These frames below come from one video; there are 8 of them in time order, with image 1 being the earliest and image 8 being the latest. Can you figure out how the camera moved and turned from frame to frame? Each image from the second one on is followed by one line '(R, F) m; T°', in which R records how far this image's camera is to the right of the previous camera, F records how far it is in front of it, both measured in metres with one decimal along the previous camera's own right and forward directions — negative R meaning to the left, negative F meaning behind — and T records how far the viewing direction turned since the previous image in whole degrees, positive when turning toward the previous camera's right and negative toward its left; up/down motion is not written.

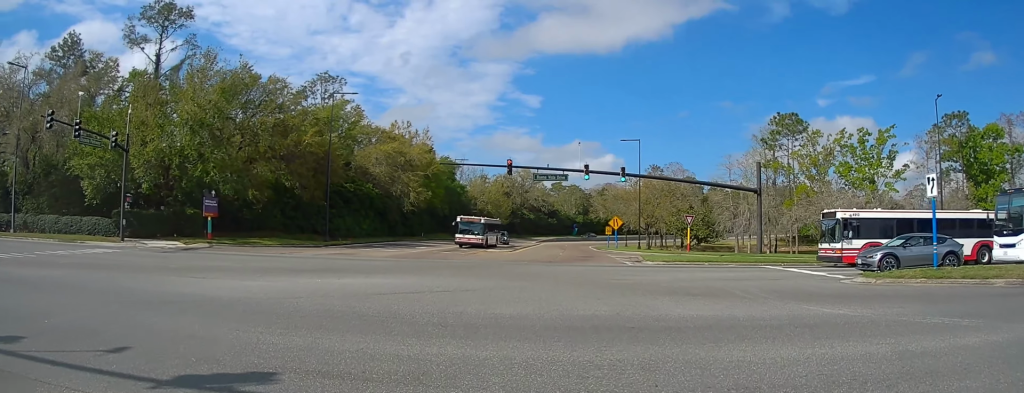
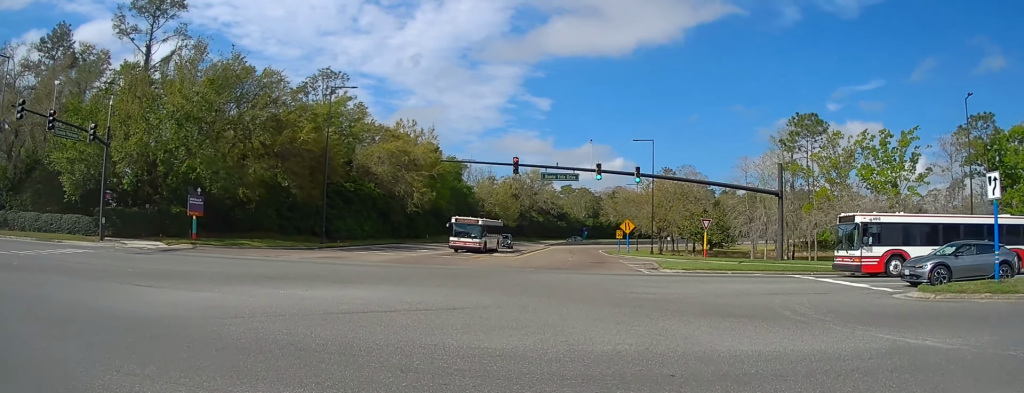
(+0.1, +4.0) m; -1°
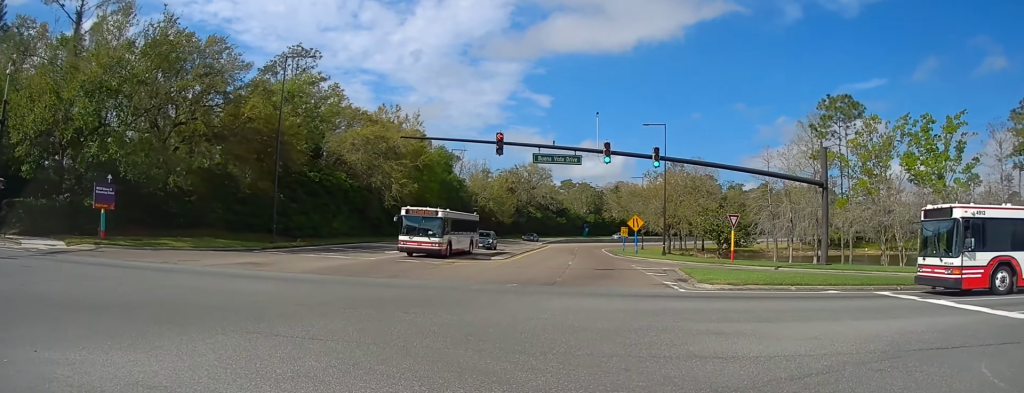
(-0.3, +11.1) m; -1°
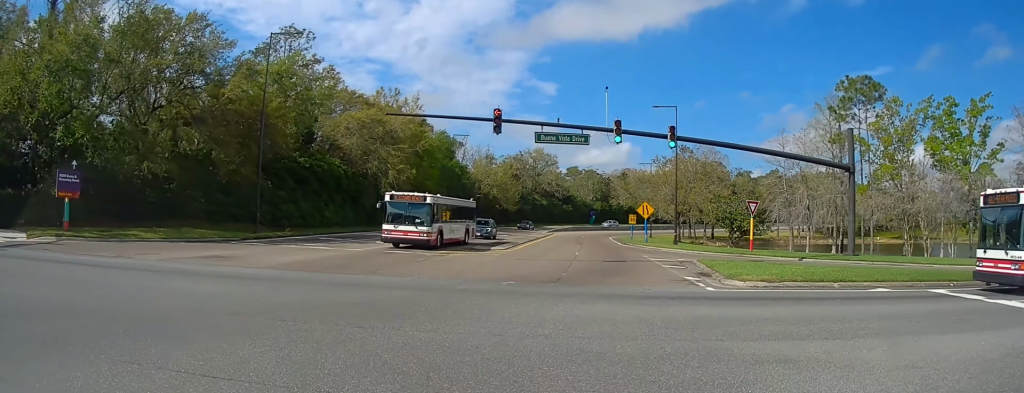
(0.0, +3.7) m; 0°
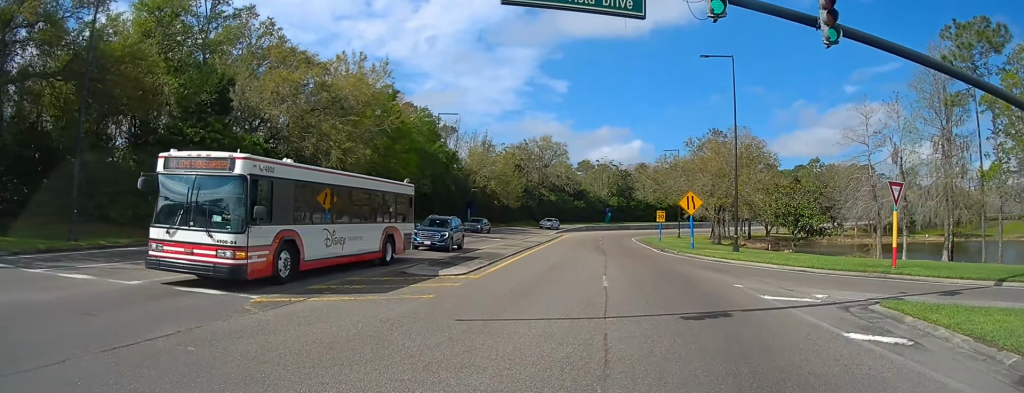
(+0.1, +20.4) m; 0°
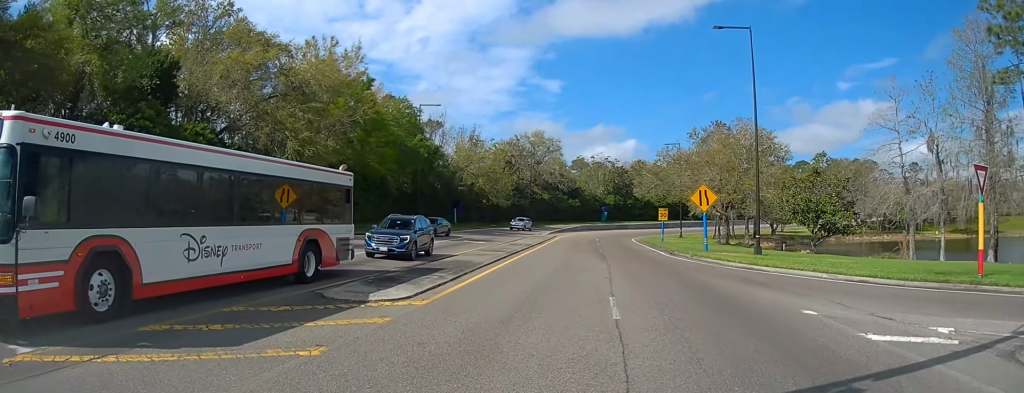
(0.0, +7.0) m; 0°
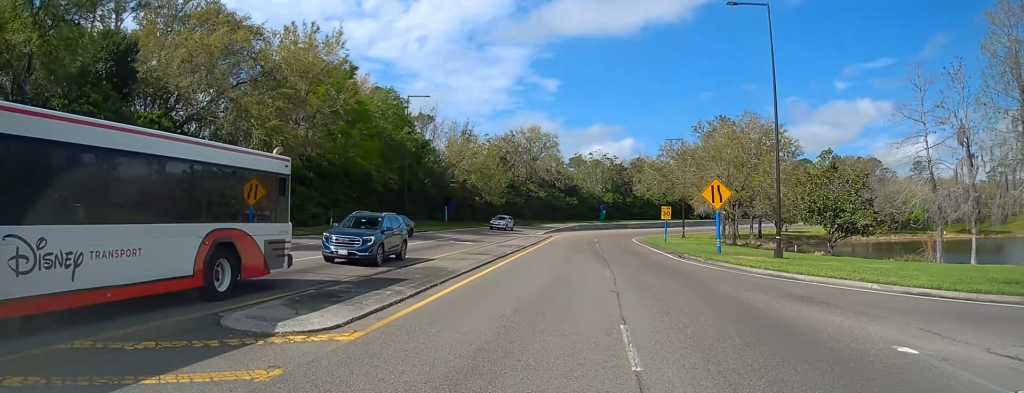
(0.0, +4.4) m; 0°
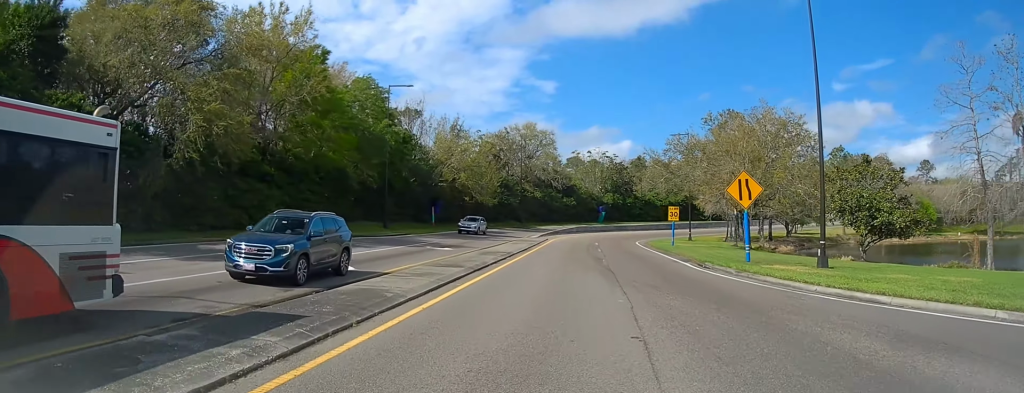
(0.0, +6.7) m; 0°
